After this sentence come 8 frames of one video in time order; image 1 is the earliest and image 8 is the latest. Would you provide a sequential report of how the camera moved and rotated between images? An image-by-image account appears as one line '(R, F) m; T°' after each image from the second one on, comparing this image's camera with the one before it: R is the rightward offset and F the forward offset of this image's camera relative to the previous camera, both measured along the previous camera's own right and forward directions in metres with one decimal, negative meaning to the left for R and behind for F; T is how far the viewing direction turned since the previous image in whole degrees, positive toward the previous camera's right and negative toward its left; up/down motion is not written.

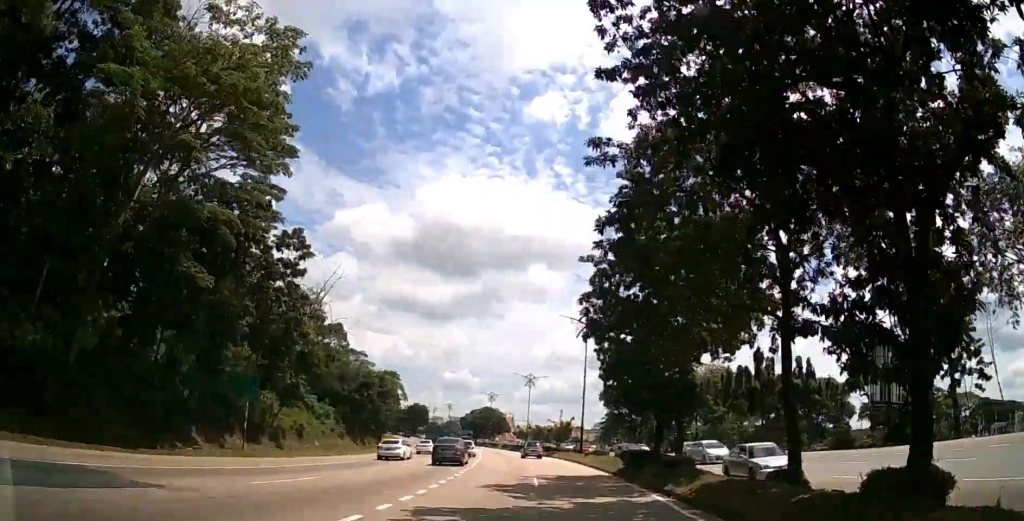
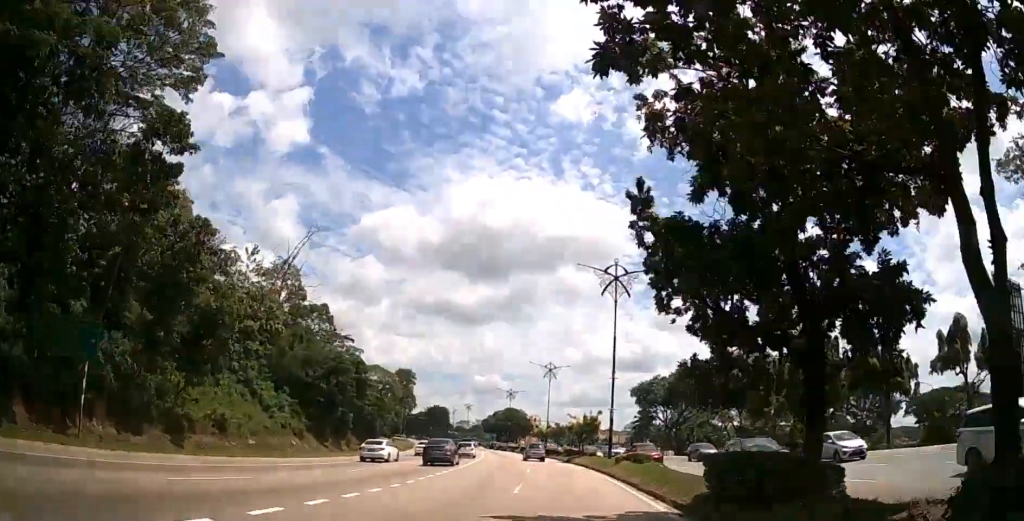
(-0.3, +14.9) m; -3°
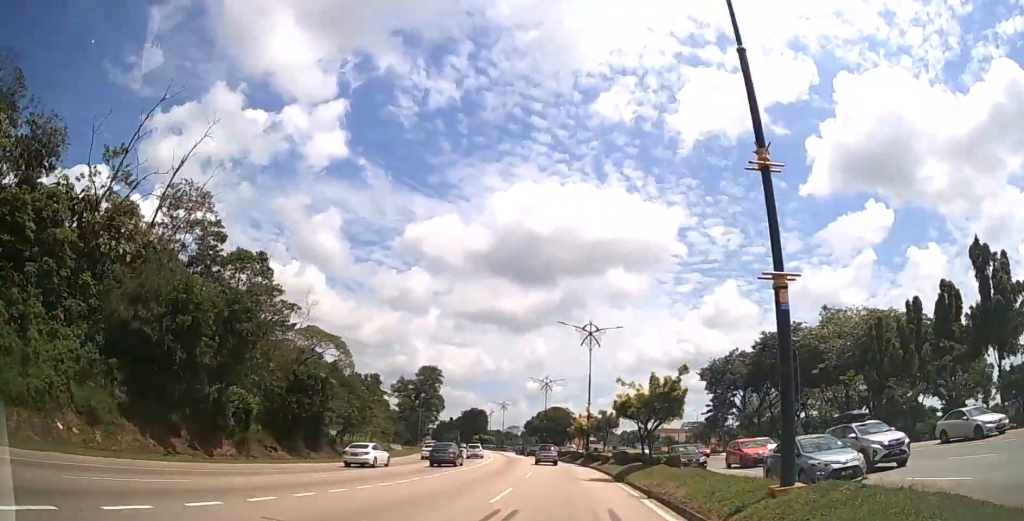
(-2.2, +27.7) m; -9°
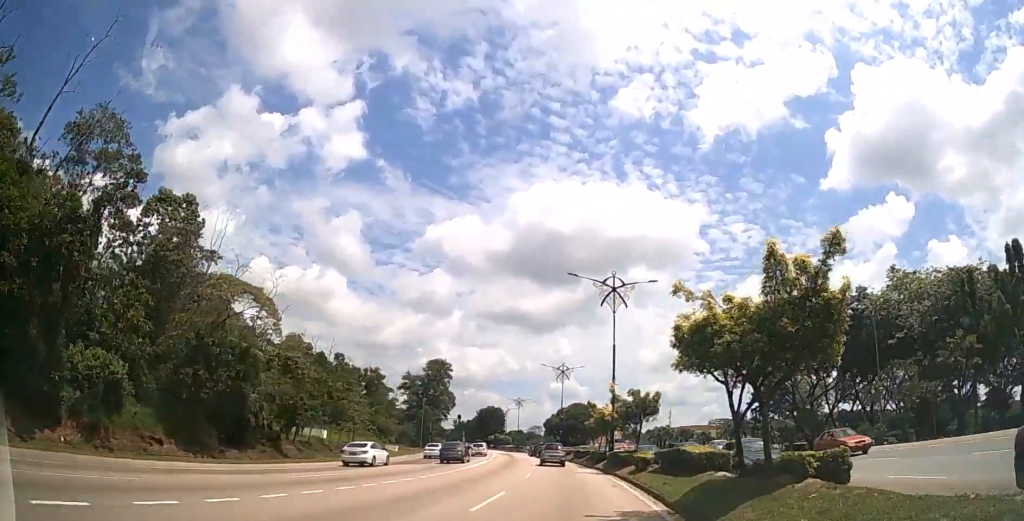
(-0.5, +13.8) m; -3°
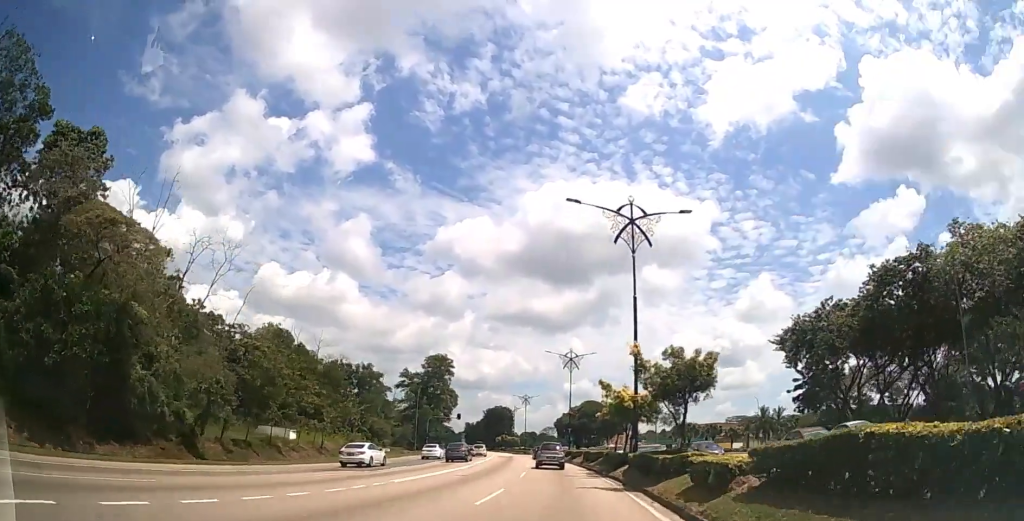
(-0.2, +11.6) m; -1°
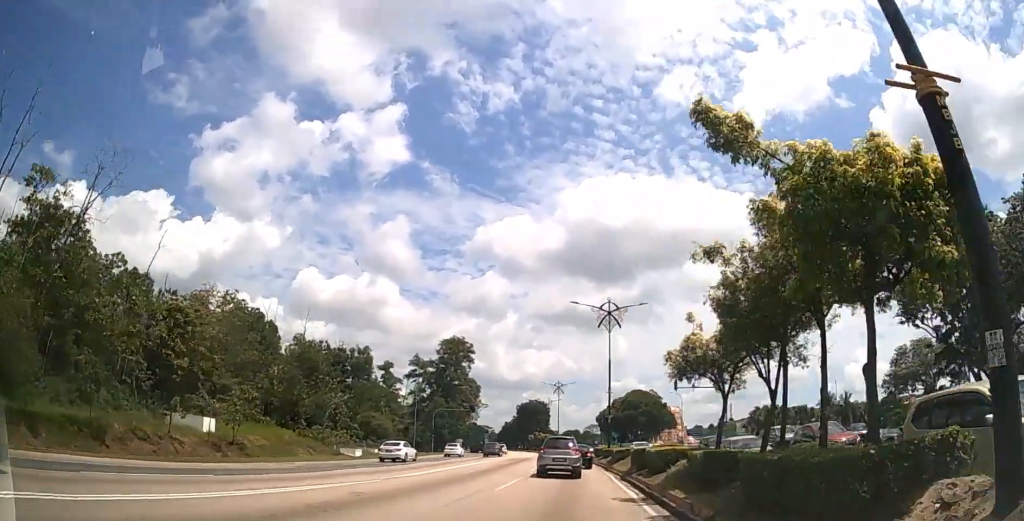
(-0.7, +21.5) m; -4°
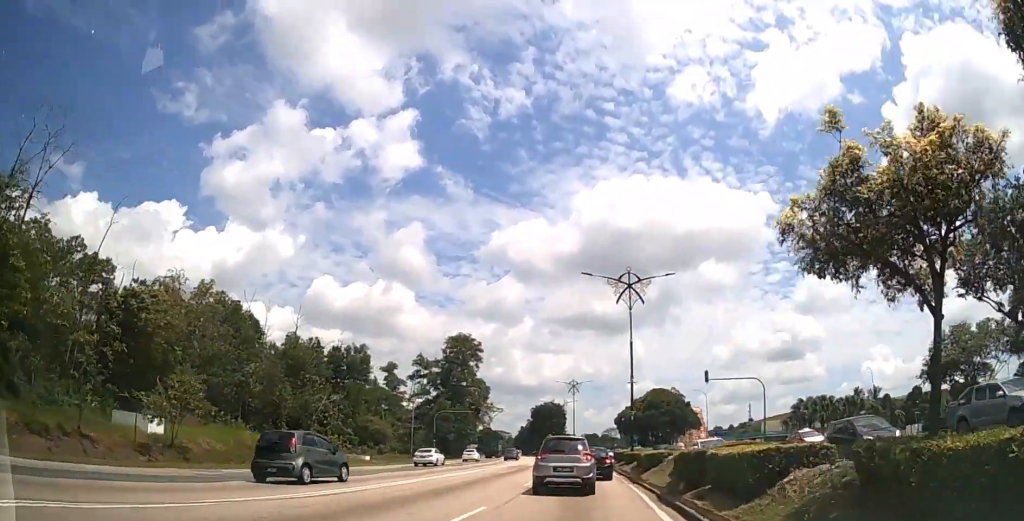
(-0.2, +8.8) m; -2°
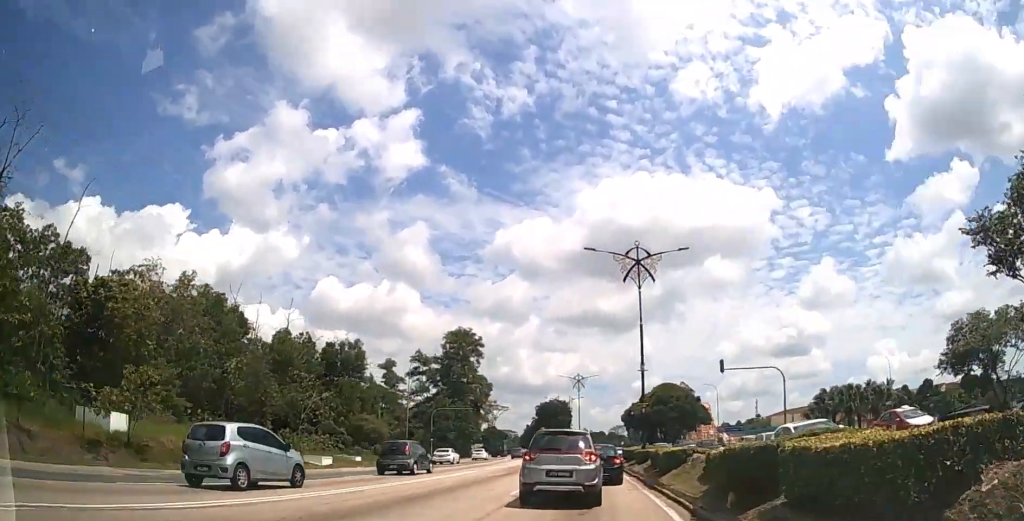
(0.0, +4.1) m; -1°
